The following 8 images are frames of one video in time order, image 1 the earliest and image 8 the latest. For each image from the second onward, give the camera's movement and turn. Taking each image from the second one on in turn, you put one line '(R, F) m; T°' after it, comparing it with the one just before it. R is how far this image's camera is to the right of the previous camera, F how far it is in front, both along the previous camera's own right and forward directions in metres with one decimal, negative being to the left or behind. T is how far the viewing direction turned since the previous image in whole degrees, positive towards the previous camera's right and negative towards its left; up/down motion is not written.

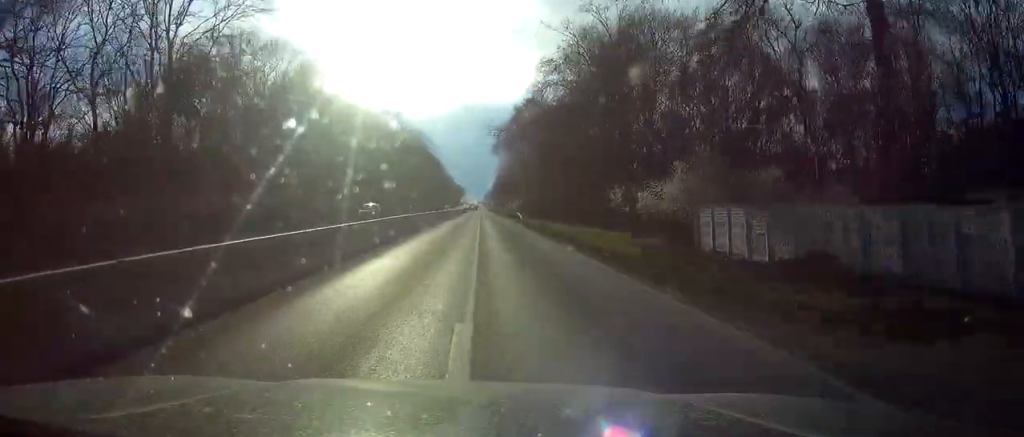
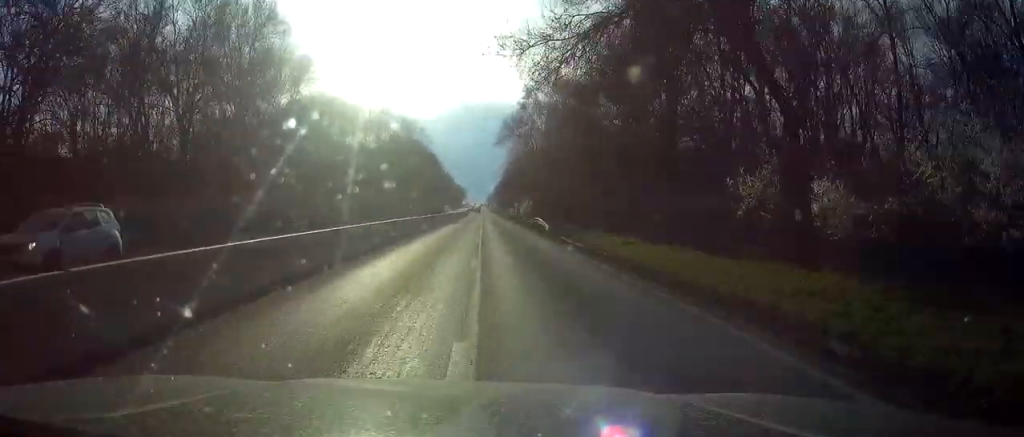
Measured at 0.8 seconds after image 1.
(0.0, +25.4) m; 0°
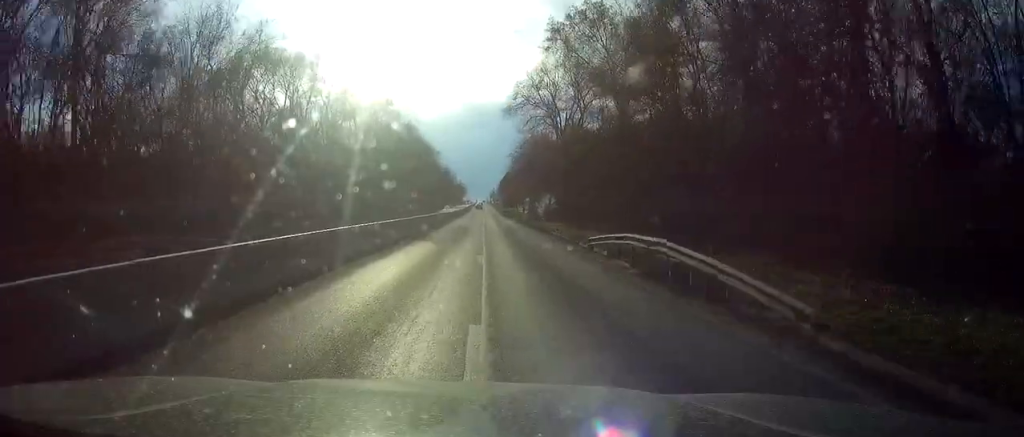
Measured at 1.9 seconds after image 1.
(-0.1, +35.3) m; 0°
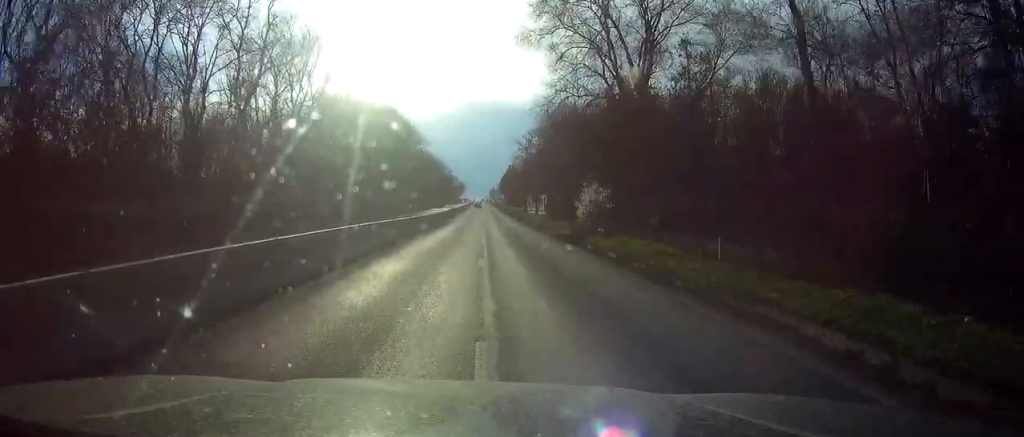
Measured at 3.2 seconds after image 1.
(+0.1, +37.5) m; 0°
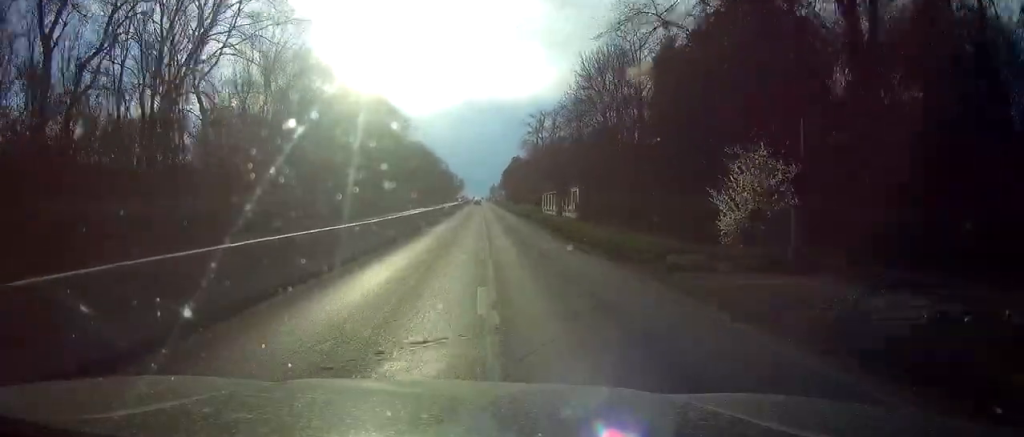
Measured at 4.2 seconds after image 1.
(-0.1, +31.7) m; 0°
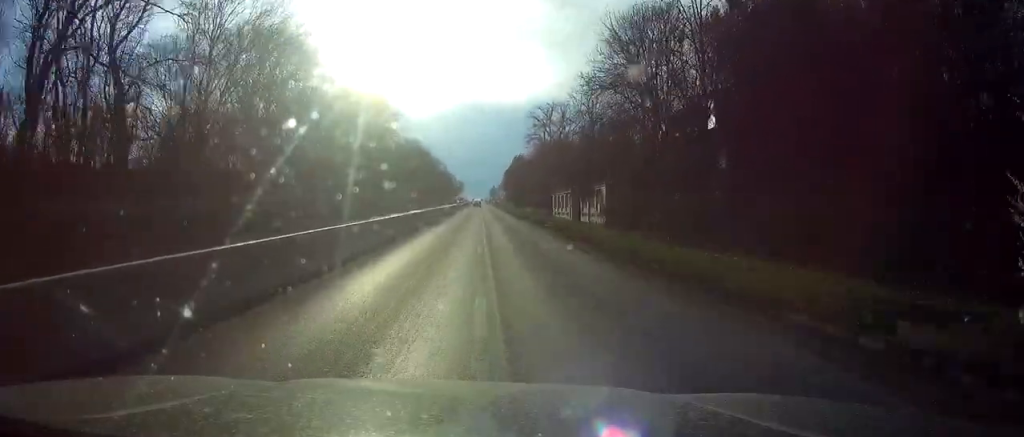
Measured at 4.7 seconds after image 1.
(+0.1, +13.6) m; 0°
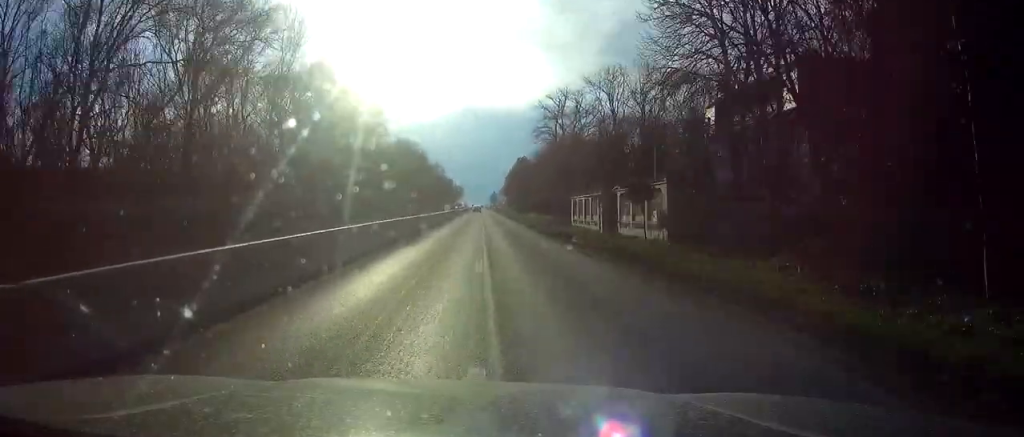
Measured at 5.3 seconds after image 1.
(0.0, +16.4) m; 0°
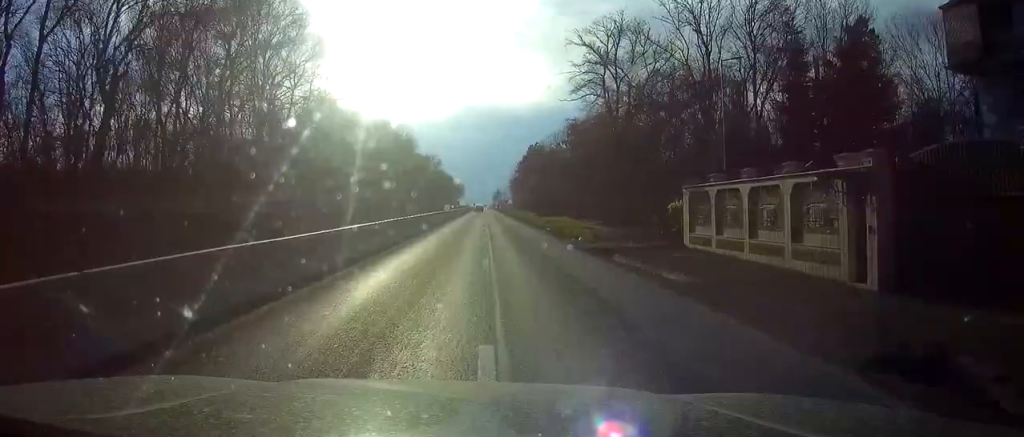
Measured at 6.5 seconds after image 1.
(-0.1, +34.3) m; 0°
